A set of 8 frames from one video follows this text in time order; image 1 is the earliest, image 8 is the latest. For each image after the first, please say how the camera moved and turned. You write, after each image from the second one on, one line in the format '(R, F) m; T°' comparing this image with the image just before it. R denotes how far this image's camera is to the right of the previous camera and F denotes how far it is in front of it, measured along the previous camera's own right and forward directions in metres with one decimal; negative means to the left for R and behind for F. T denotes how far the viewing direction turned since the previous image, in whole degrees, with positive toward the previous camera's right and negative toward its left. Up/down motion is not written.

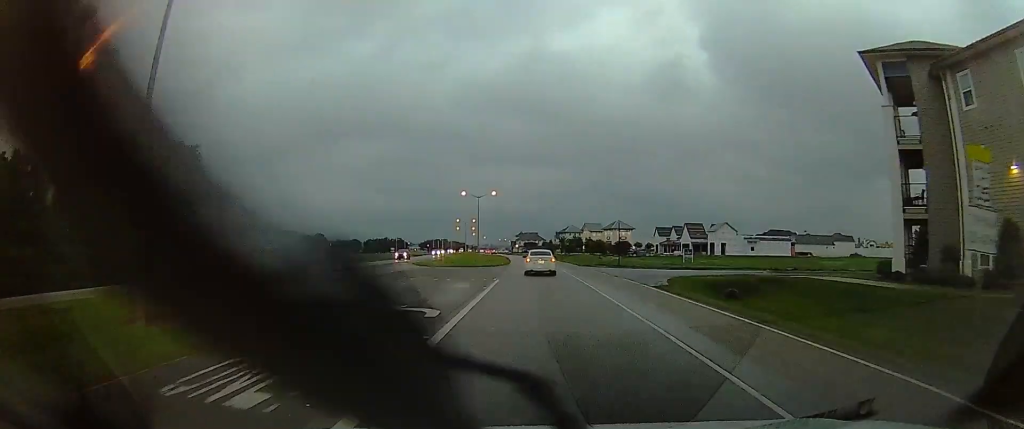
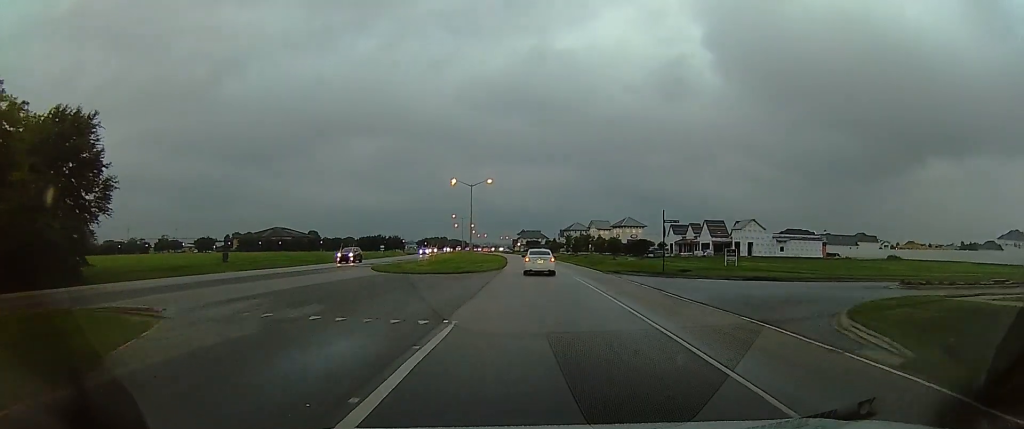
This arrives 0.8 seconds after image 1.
(-1.1, +16.1) m; 0°
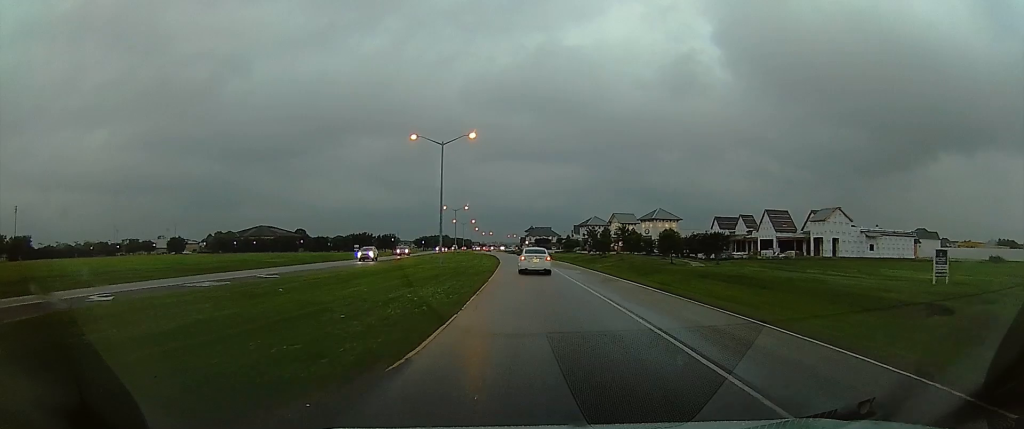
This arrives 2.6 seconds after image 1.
(+2.4, +34.6) m; +4°
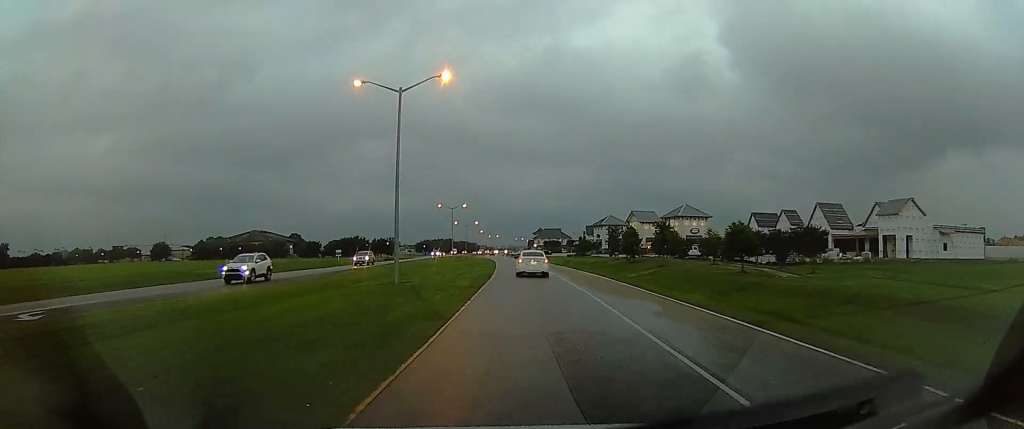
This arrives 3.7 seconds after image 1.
(0.0, +19.7) m; -3°
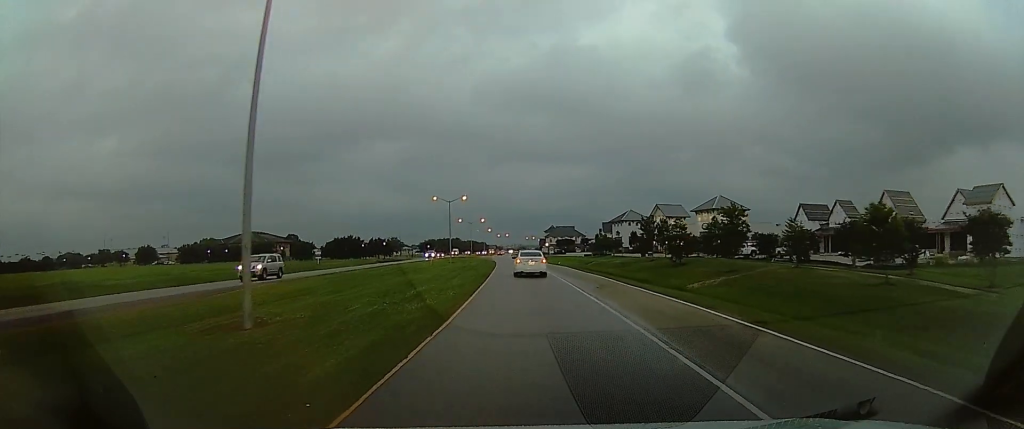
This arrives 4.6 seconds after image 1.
(-1.1, +18.2) m; -1°
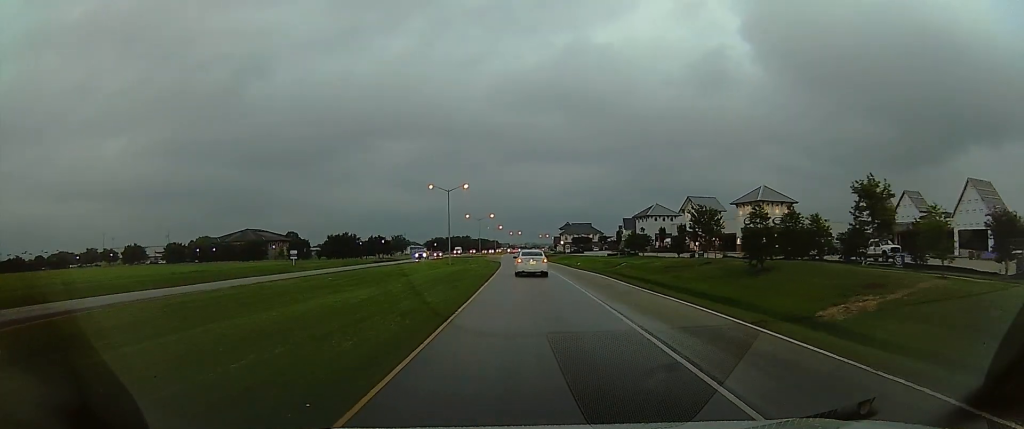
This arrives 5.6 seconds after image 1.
(+0.7, +17.4) m; 0°
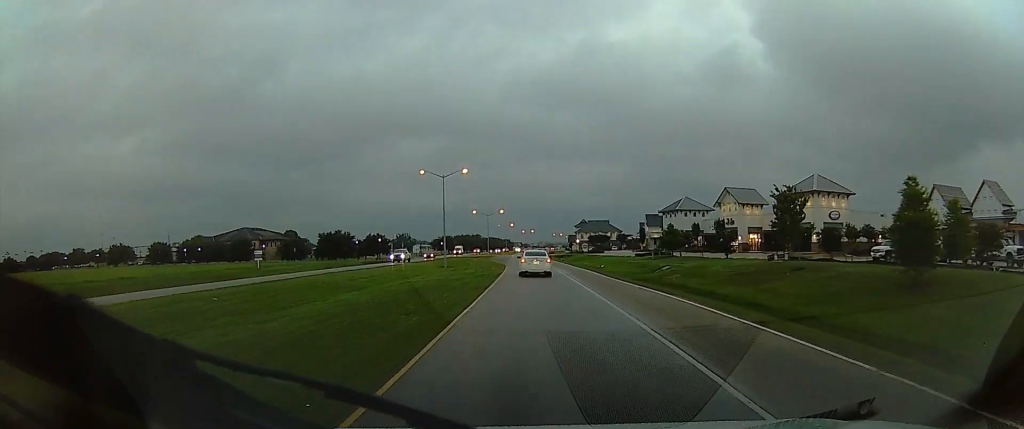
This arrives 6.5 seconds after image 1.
(-0.5, +16.6) m; -3°
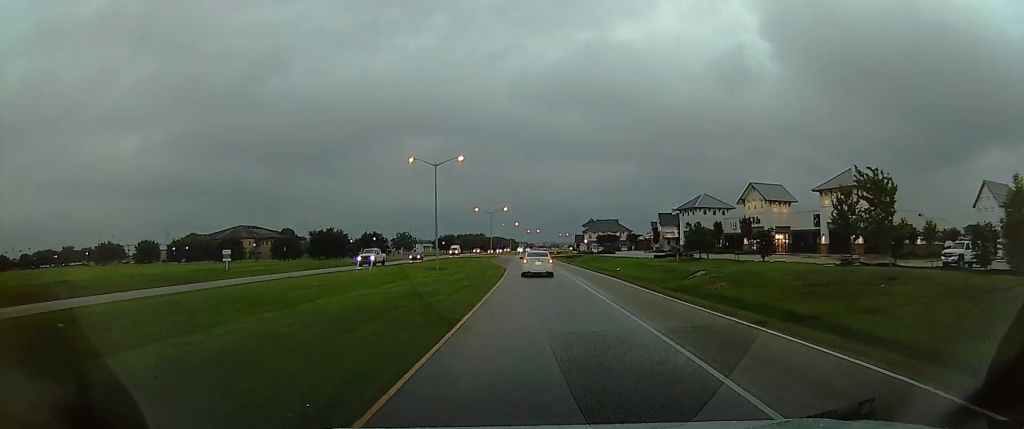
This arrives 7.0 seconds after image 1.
(-0.3, +9.9) m; -2°
